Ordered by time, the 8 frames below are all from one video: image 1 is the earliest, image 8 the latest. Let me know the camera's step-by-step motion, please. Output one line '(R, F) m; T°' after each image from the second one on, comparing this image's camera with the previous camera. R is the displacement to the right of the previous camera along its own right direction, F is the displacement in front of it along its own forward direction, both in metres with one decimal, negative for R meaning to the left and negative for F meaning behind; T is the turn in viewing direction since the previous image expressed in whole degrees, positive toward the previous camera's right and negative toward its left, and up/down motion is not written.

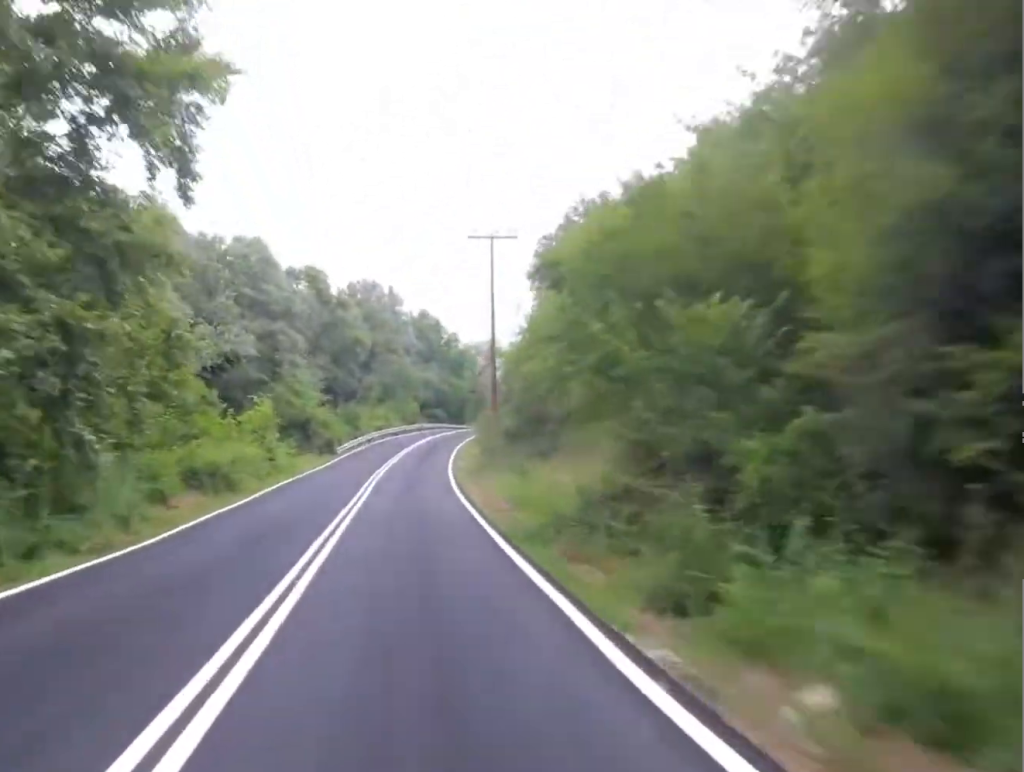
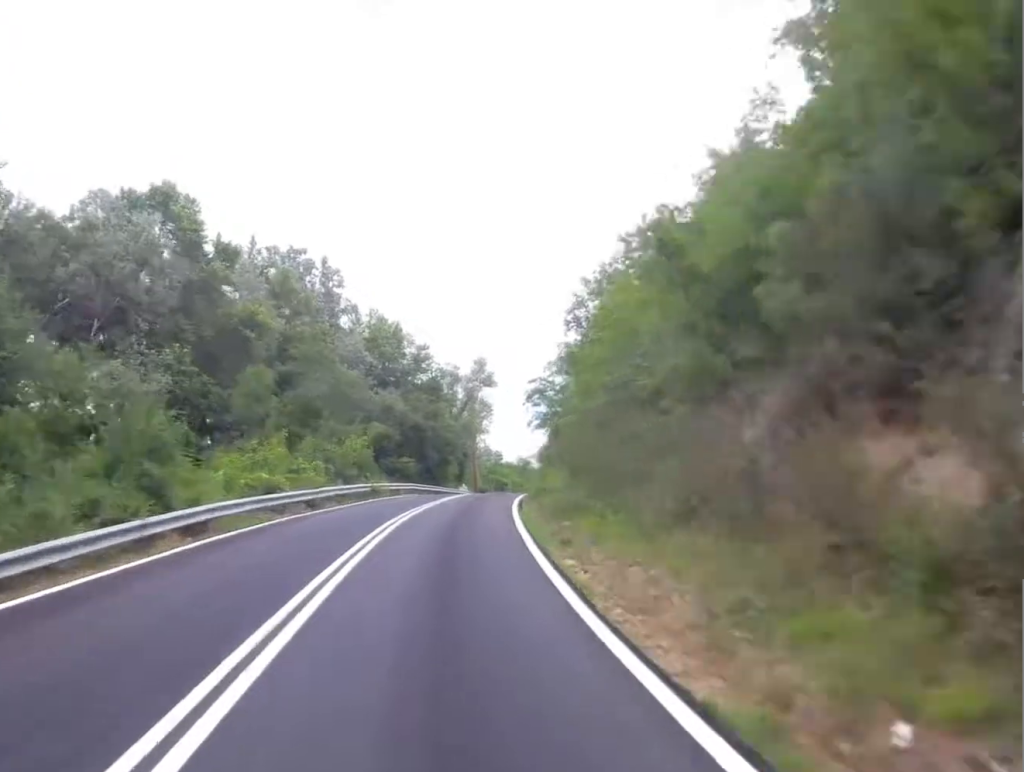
(-0.3, +44.6) m; +1°
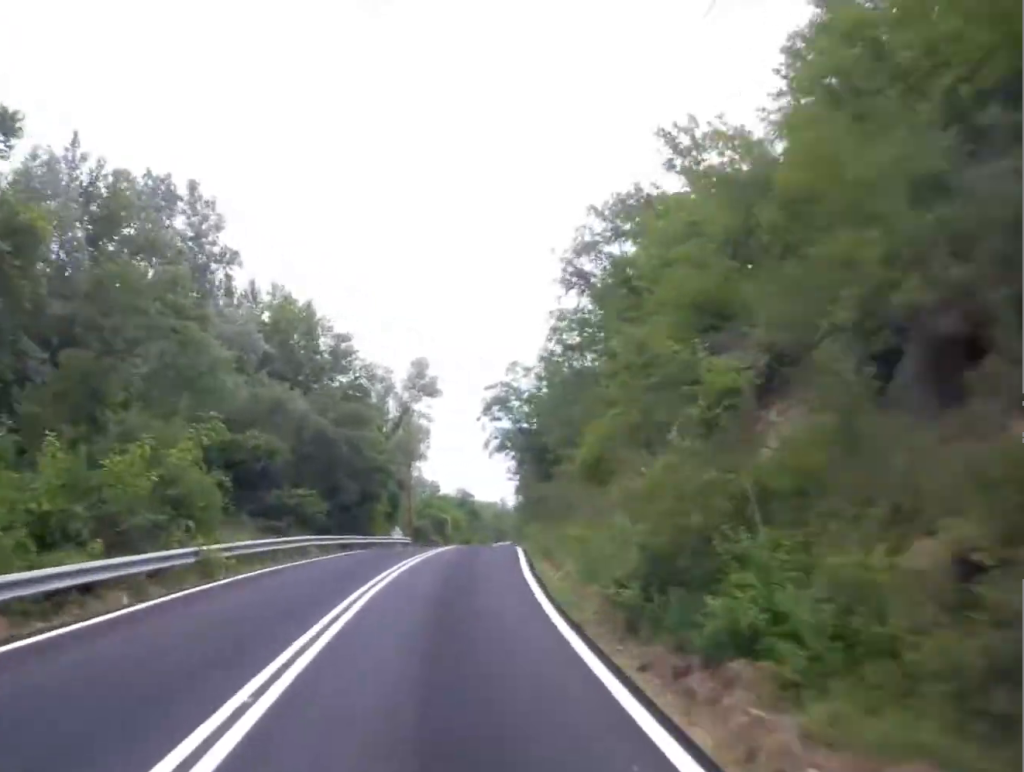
(+0.5, +21.9) m; +3°
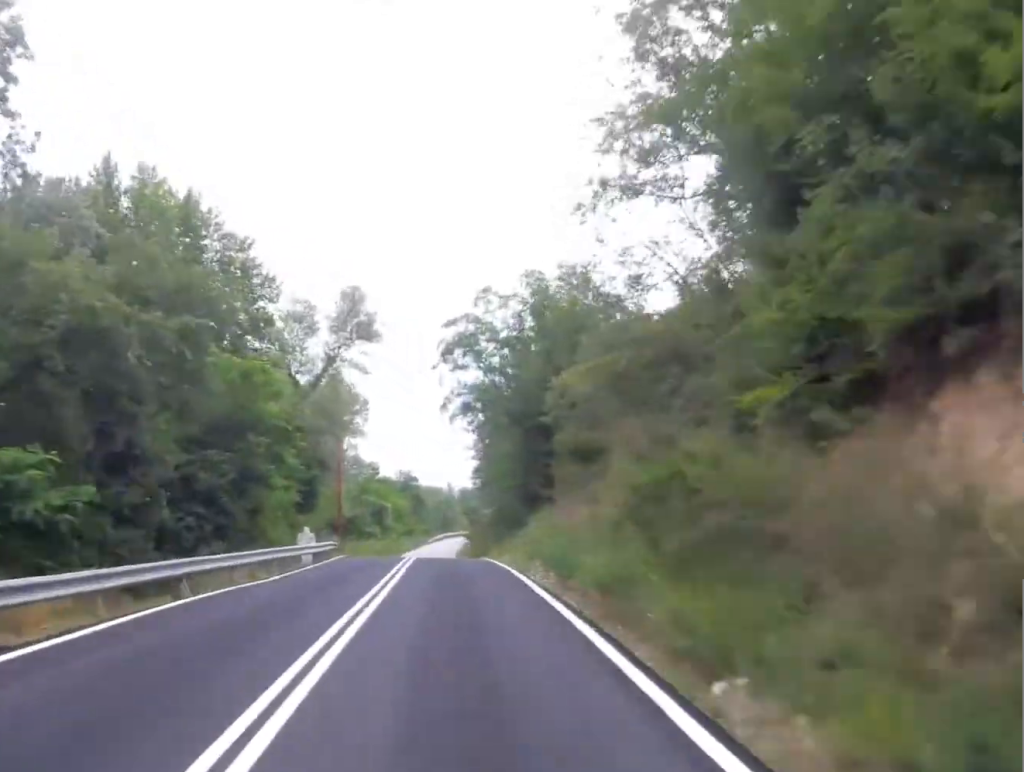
(+0.5, +19.7) m; +3°
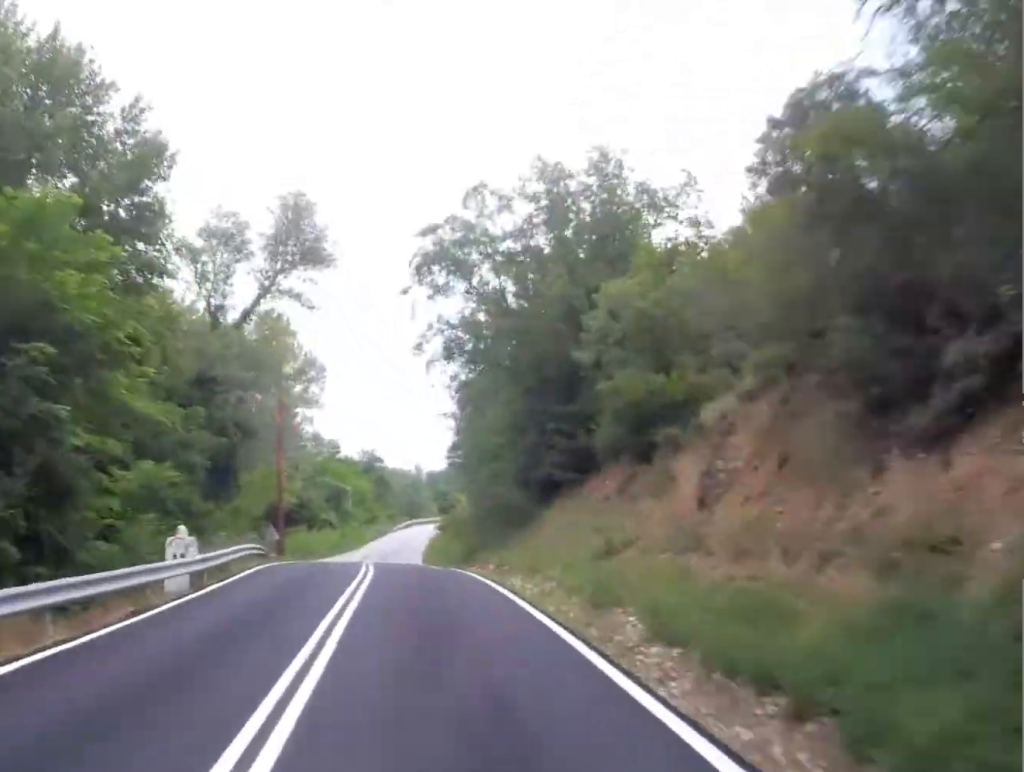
(0.0, +13.9) m; +3°
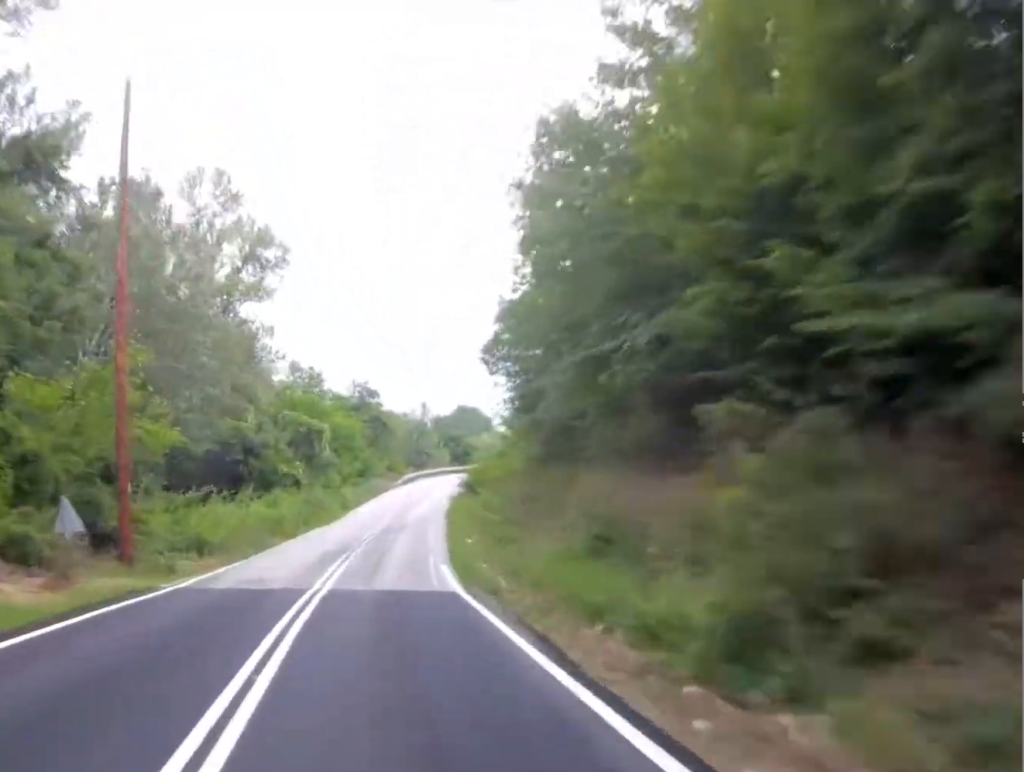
(+1.7, +29.0) m; +3°
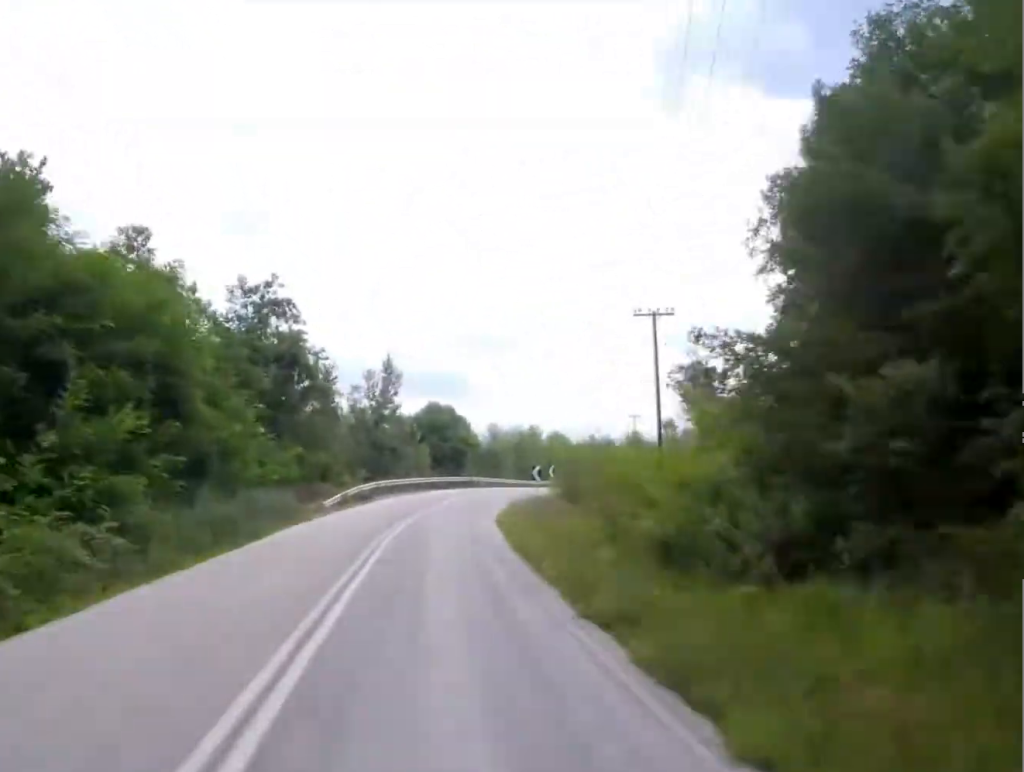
(0.0, +49.4) m; +2°
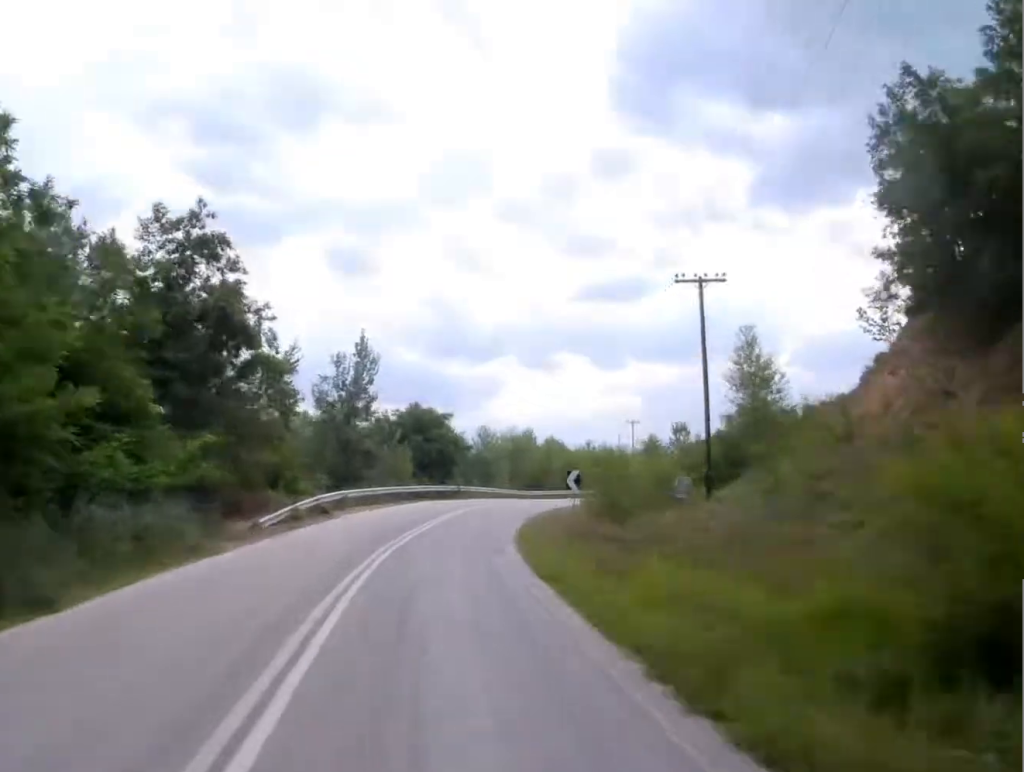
(+0.2, +12.2) m; +1°
